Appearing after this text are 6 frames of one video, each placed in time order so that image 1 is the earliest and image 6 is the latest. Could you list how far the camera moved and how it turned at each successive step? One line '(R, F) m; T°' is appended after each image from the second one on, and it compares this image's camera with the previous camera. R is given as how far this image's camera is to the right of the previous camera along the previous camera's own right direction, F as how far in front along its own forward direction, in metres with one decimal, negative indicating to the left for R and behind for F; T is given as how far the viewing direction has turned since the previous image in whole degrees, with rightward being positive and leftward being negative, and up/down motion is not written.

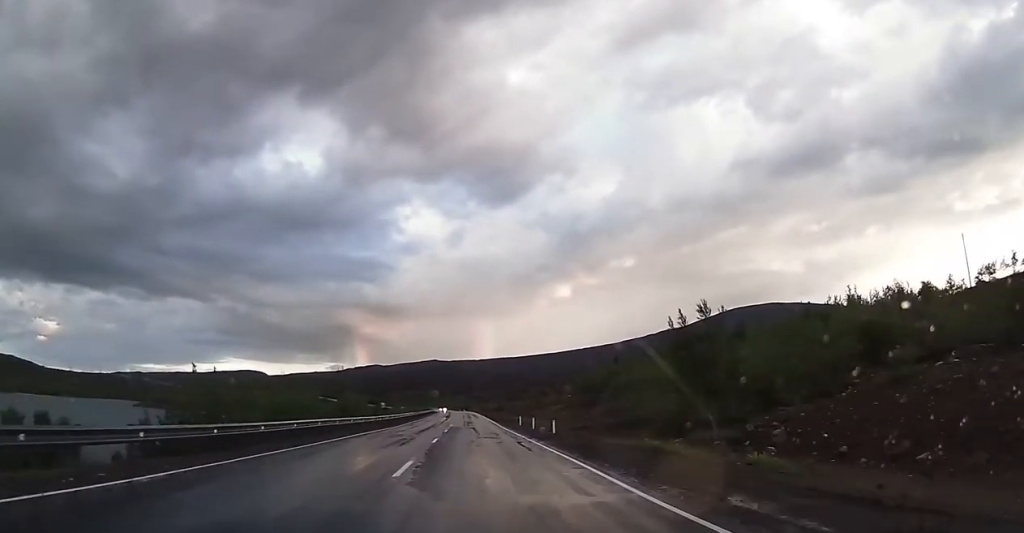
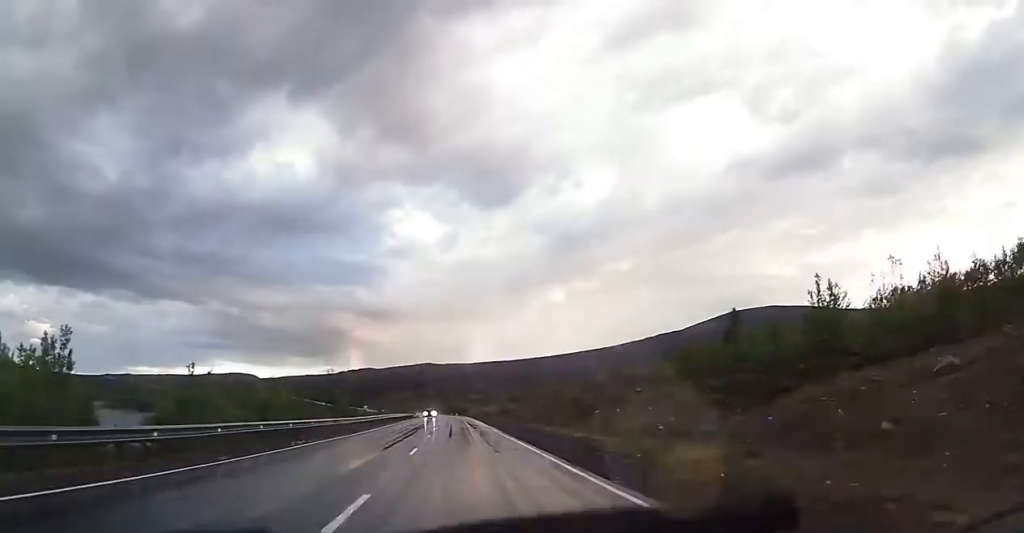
(+0.1, +54.6) m; +1°
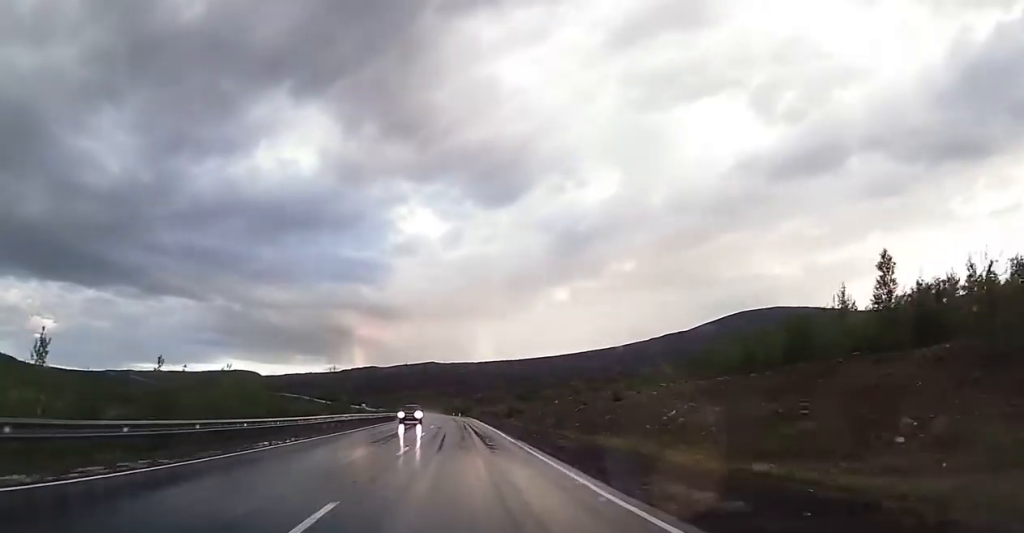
(+0.2, +24.9) m; 0°
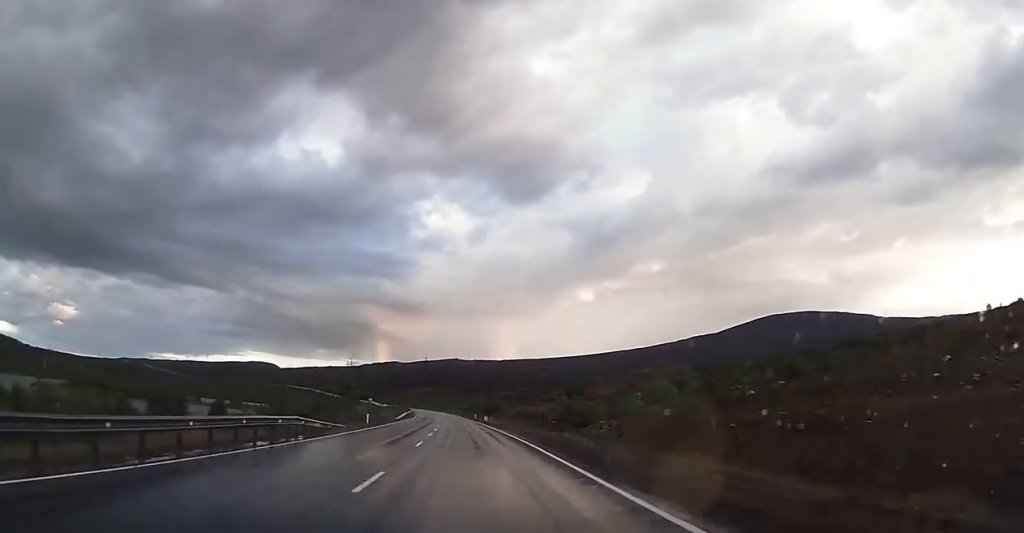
(-0.8, +69.0) m; -1°
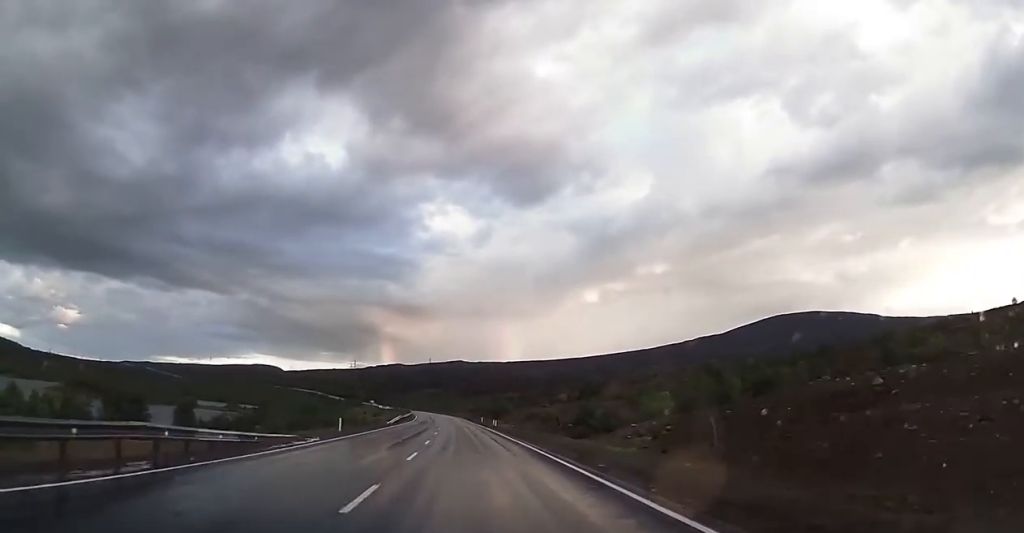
(-0.1, +13.5) m; 0°
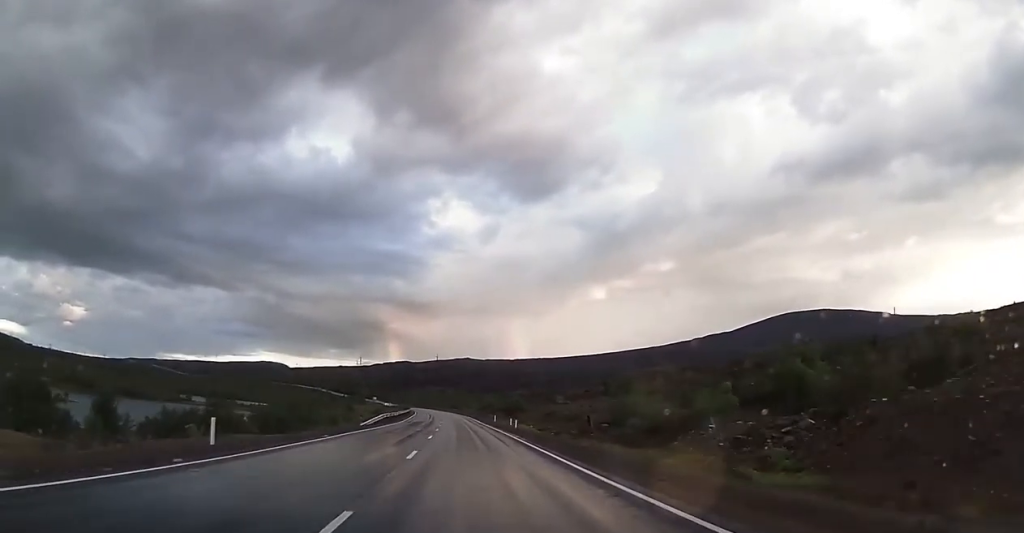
(-0.1, +21.1) m; -1°
